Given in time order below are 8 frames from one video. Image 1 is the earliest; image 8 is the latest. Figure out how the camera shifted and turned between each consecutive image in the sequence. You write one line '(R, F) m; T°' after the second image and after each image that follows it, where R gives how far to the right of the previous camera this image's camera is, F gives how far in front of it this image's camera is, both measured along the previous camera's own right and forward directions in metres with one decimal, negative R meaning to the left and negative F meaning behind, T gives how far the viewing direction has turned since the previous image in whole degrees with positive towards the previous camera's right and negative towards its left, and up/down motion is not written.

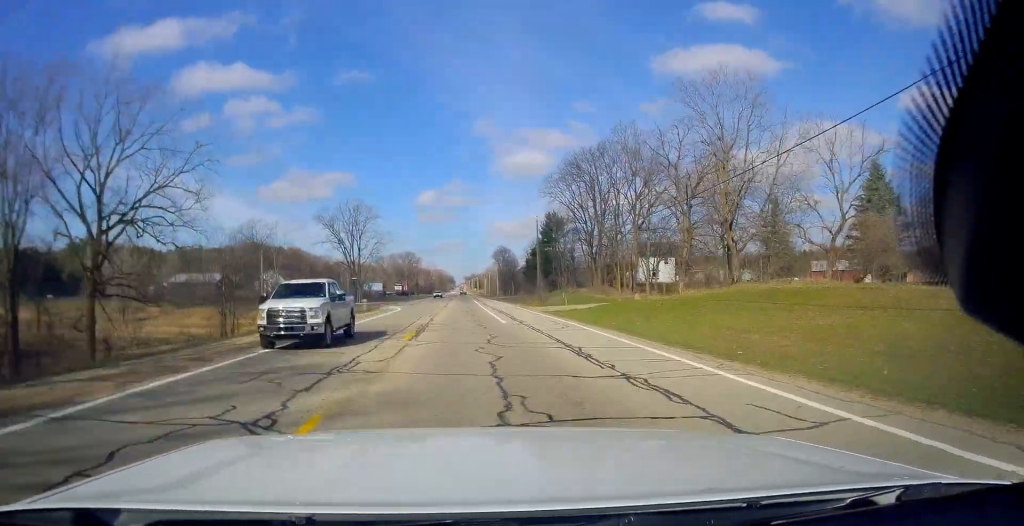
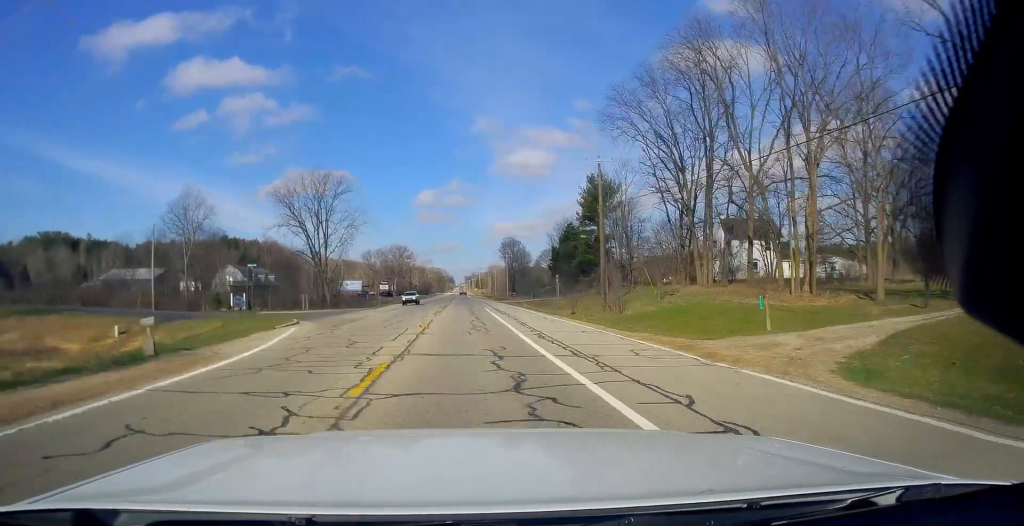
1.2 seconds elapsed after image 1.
(0.0, +39.7) m; +1°
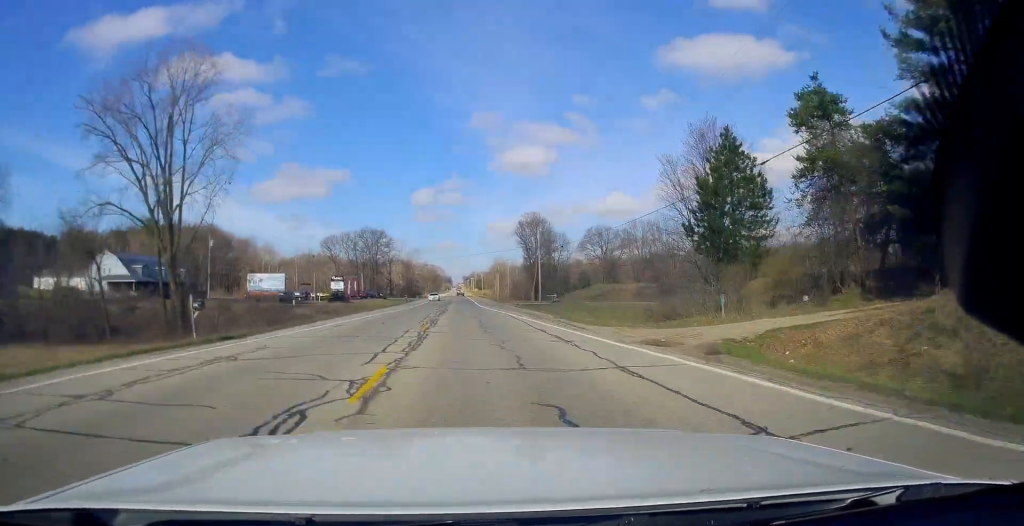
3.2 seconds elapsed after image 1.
(+0.3, +66.6) m; 0°
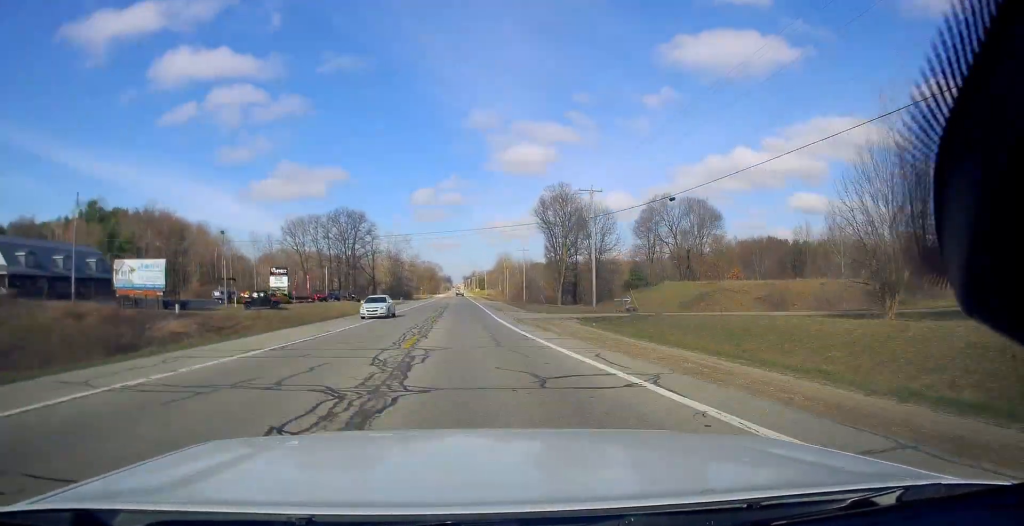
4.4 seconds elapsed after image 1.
(+0.3, +37.0) m; 0°
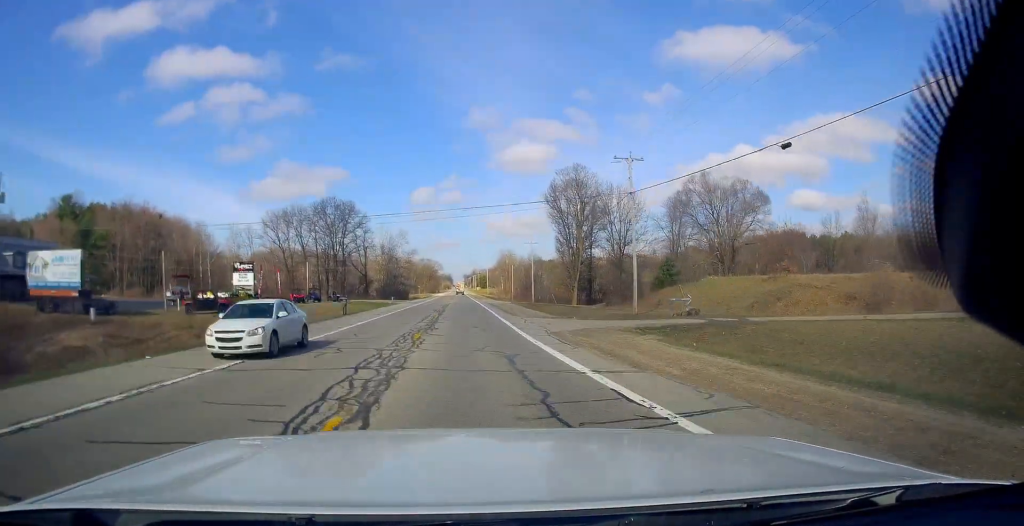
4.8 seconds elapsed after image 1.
(-0.1, +13.1) m; 0°
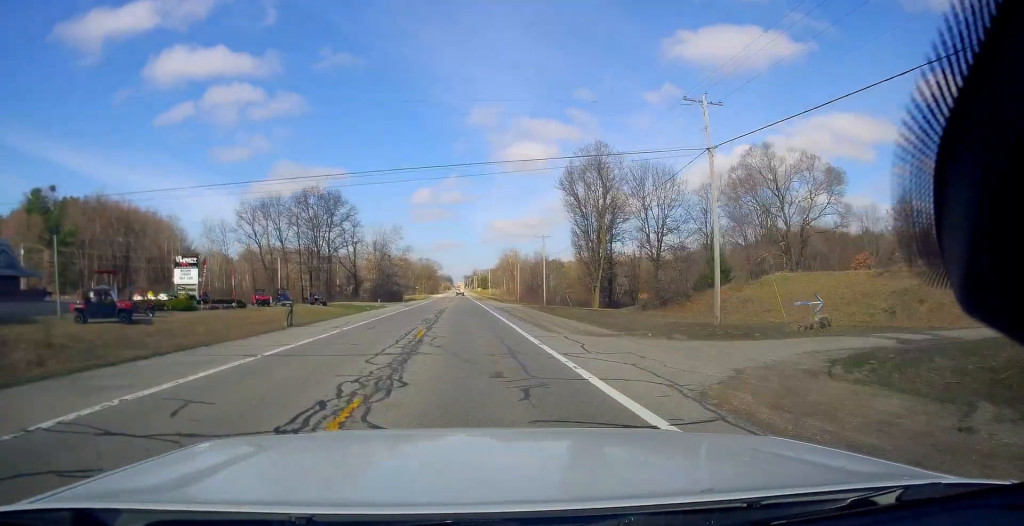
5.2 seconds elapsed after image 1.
(-0.2, +14.2) m; 0°
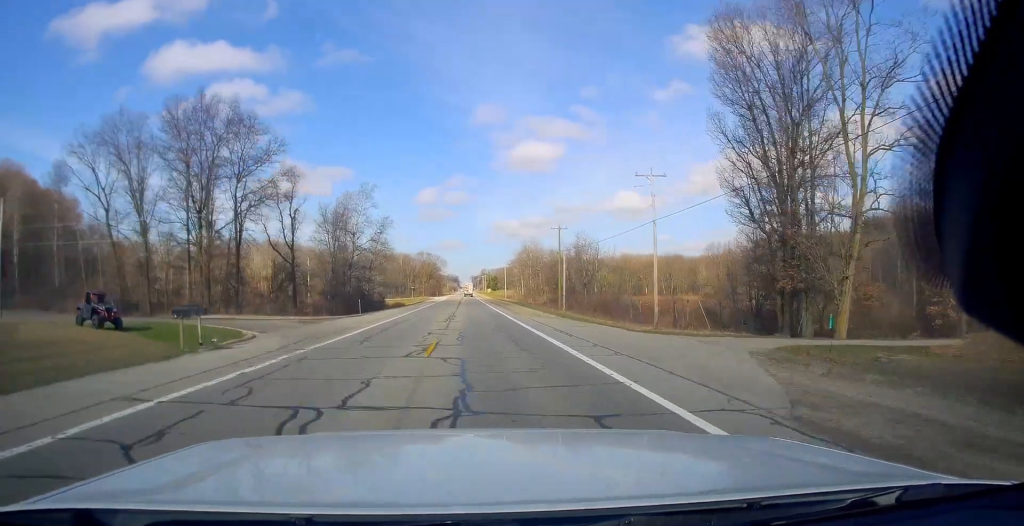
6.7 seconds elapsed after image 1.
(-0.3, +50.3) m; 0°
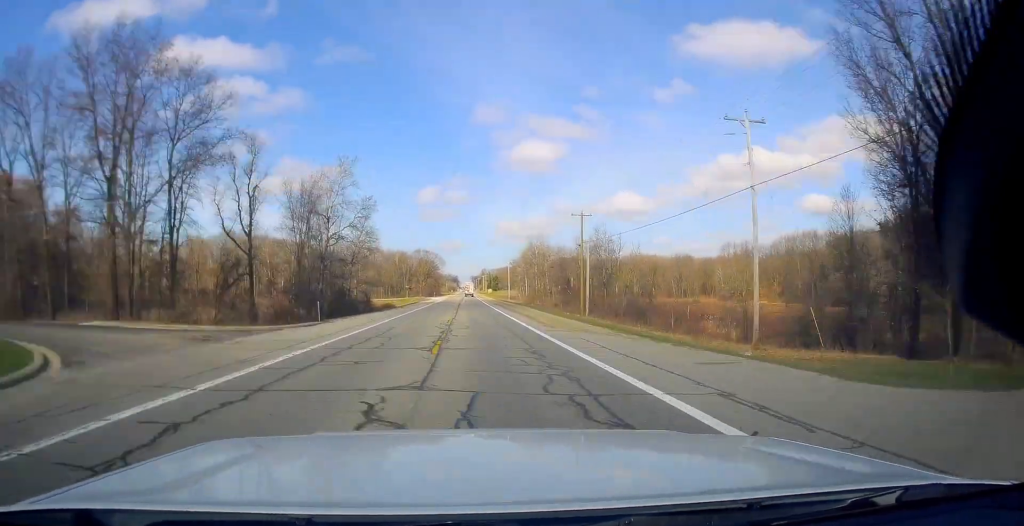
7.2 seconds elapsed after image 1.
(0.0, +15.4) m; 0°
